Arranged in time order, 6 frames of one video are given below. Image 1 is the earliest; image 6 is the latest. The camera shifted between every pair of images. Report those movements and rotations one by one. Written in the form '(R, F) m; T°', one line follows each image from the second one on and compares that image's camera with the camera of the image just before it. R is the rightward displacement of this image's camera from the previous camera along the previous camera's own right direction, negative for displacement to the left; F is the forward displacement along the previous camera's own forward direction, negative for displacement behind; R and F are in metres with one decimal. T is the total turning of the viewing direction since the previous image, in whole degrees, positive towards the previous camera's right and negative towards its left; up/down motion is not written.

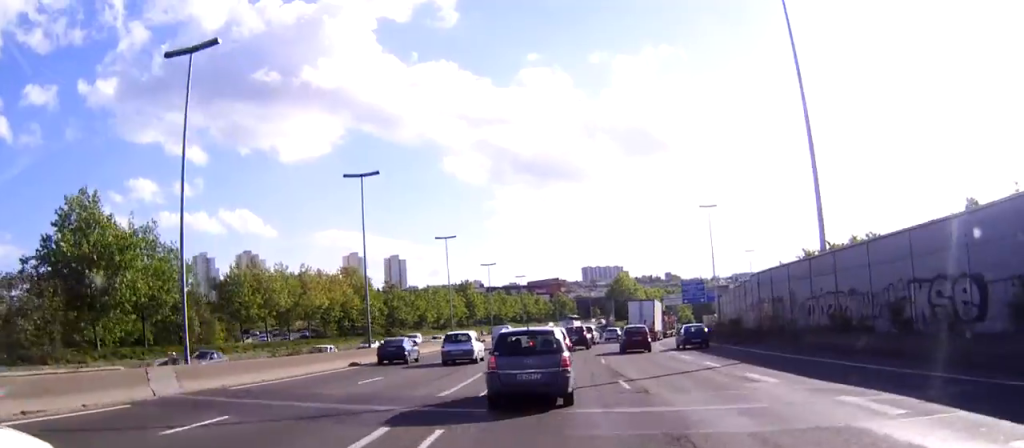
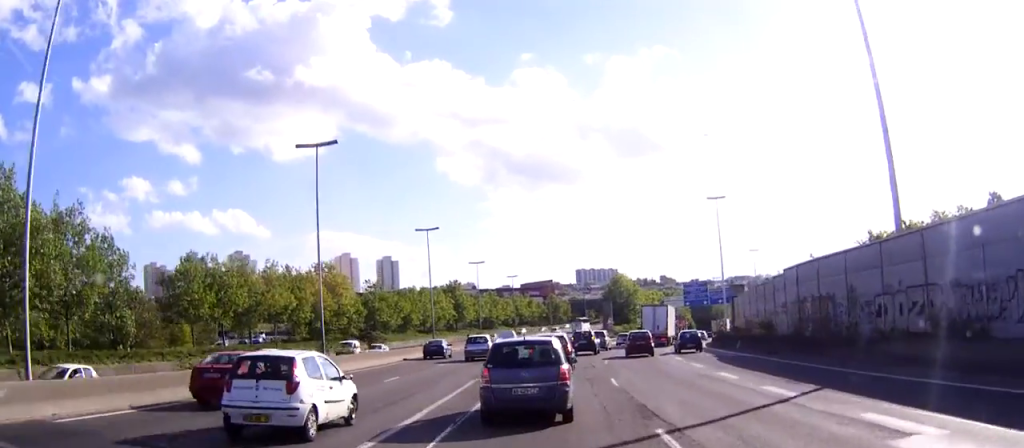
(0.0, +9.2) m; 0°
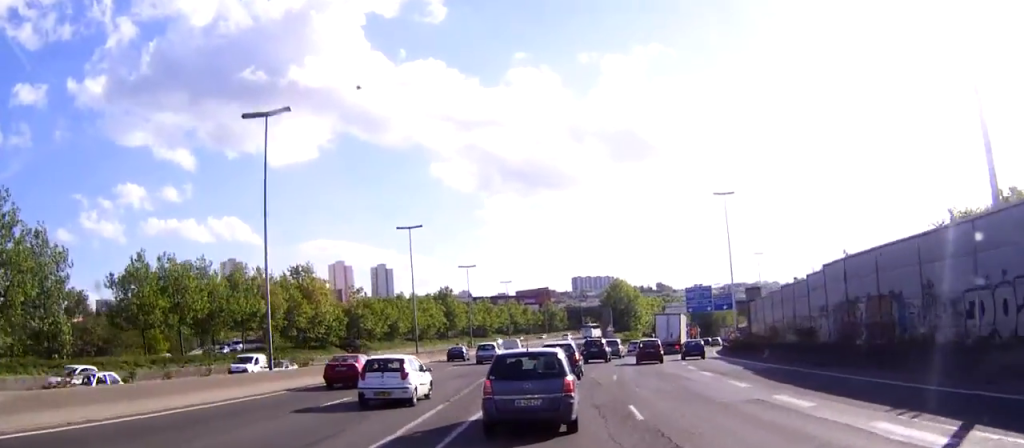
(0.0, +7.6) m; 0°
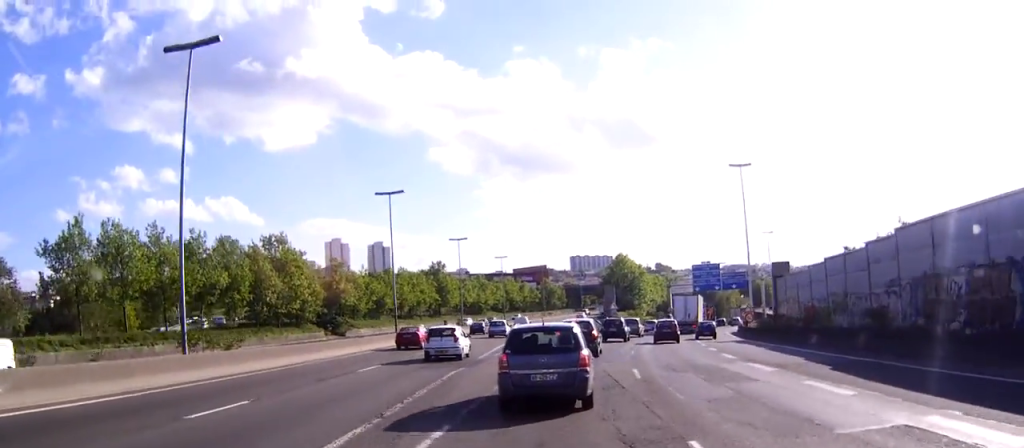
(0.0, +8.7) m; +2°
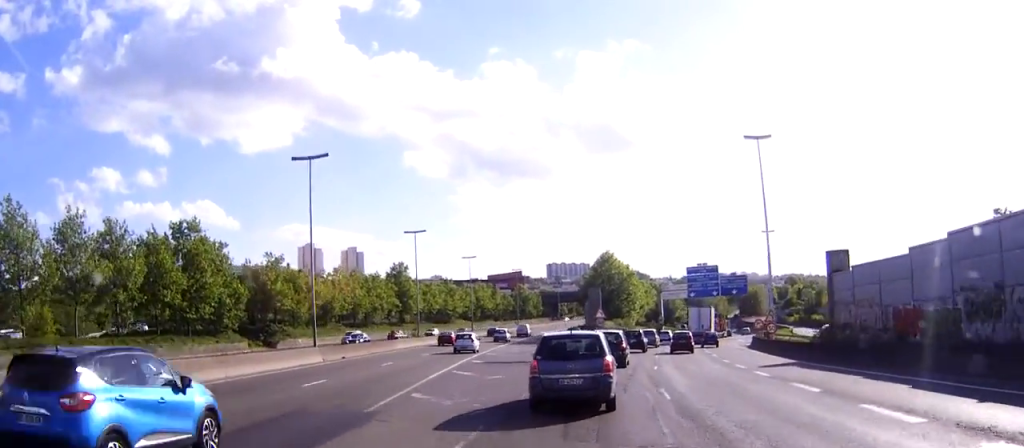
(+0.6, +15.9) m; +2°
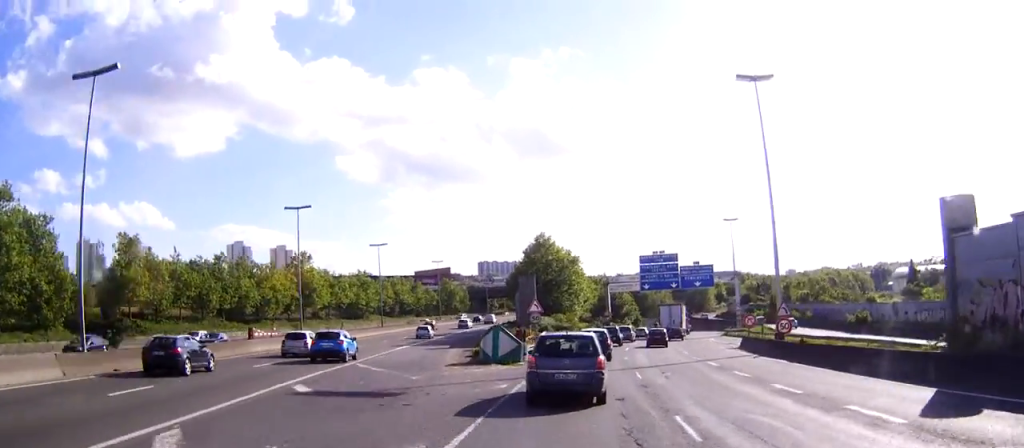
(0.0, +18.9) m; +4°
